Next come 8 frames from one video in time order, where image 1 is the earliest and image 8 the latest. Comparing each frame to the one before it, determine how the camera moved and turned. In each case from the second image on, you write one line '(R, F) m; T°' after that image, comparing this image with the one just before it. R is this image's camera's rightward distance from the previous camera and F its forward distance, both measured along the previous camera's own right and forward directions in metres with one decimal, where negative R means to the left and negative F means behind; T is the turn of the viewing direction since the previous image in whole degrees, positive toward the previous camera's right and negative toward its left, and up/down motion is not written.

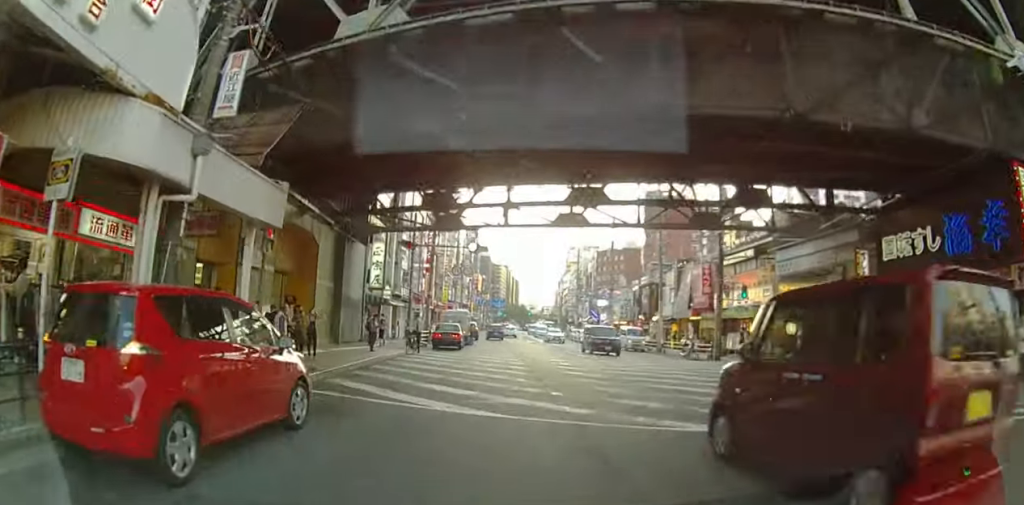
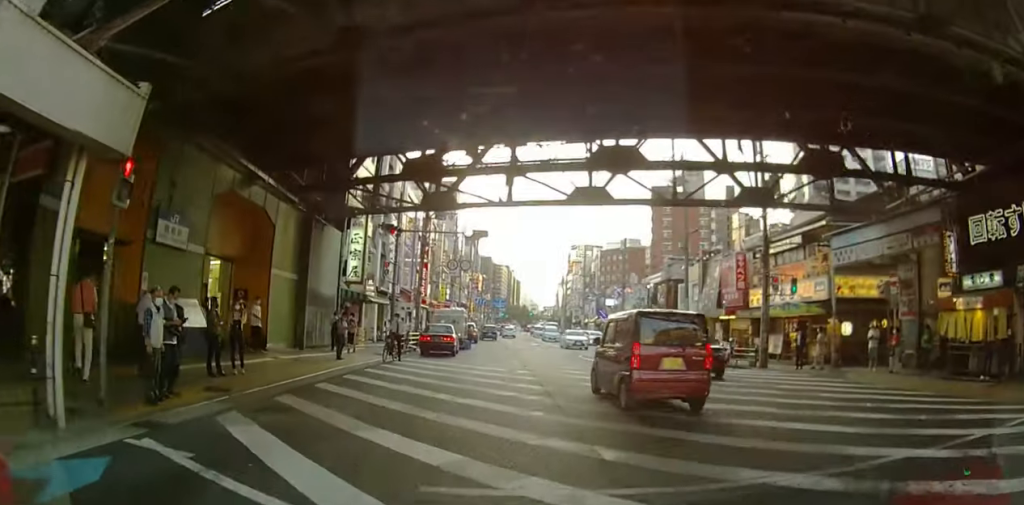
(0.0, +4.7) m; 0°
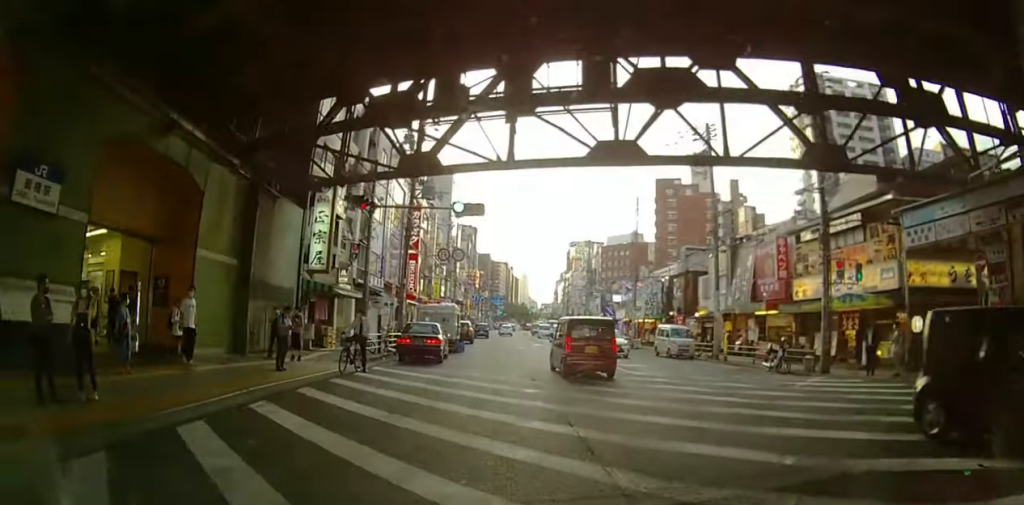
(0.0, +4.7) m; 0°
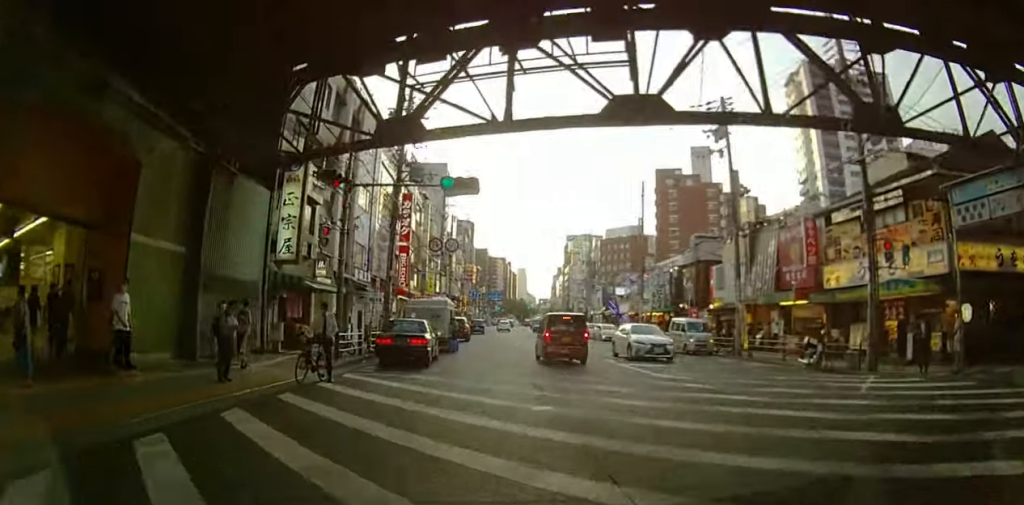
(0.0, +2.8) m; 0°
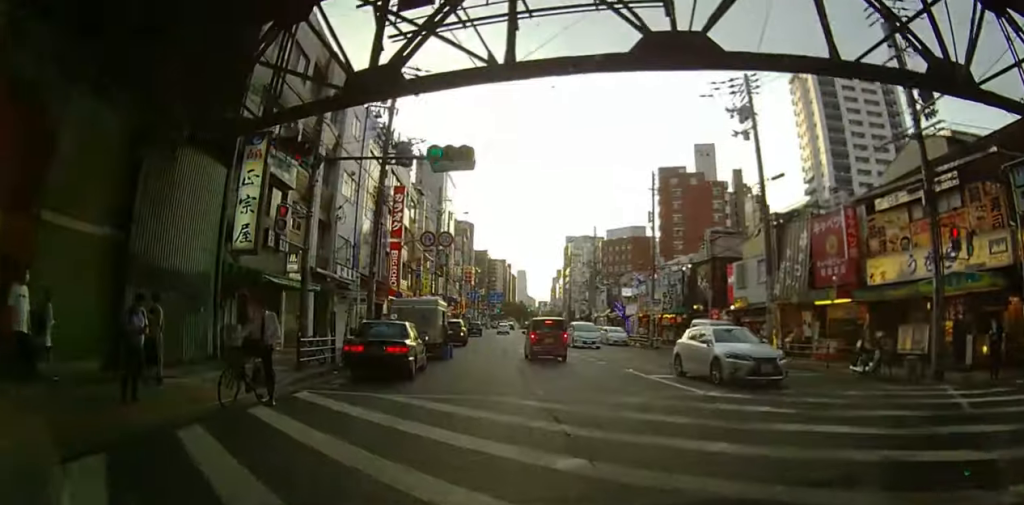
(0.0, +3.1) m; 0°
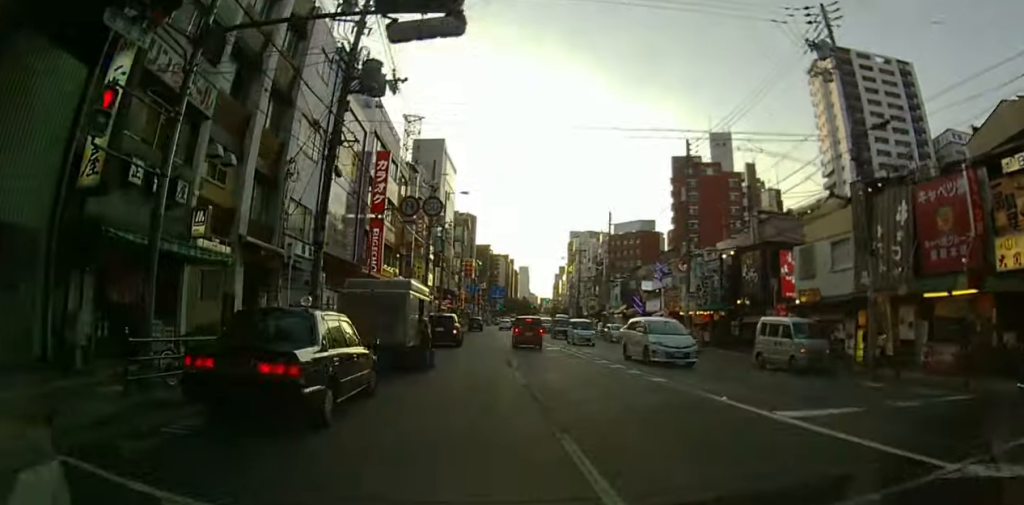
(0.0, +7.4) m; 0°
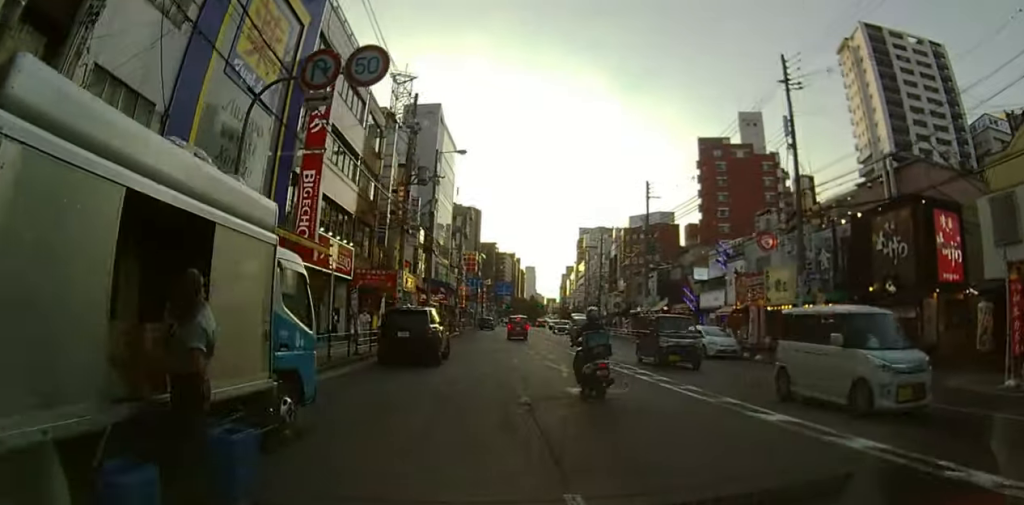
(0.0, +12.5) m; -1°
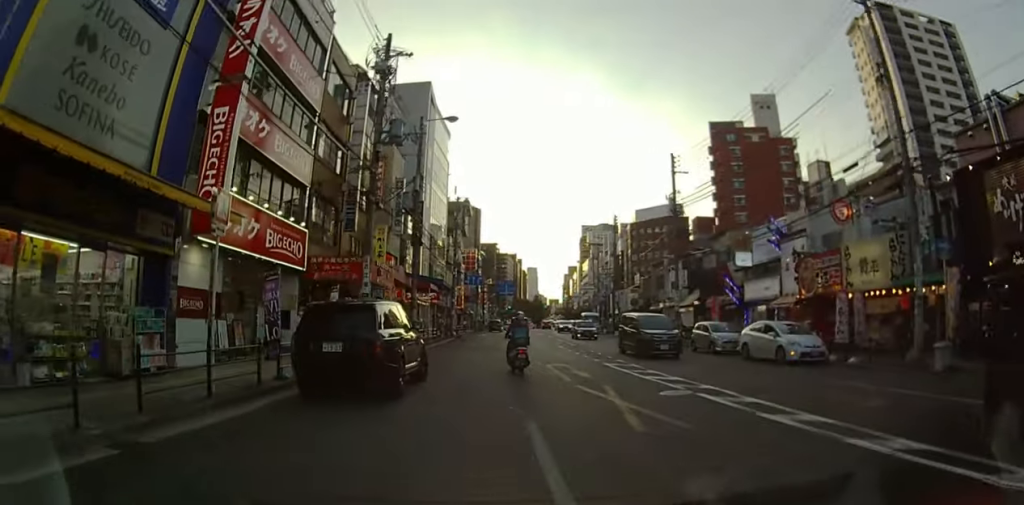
(-0.1, +6.7) m; 0°
